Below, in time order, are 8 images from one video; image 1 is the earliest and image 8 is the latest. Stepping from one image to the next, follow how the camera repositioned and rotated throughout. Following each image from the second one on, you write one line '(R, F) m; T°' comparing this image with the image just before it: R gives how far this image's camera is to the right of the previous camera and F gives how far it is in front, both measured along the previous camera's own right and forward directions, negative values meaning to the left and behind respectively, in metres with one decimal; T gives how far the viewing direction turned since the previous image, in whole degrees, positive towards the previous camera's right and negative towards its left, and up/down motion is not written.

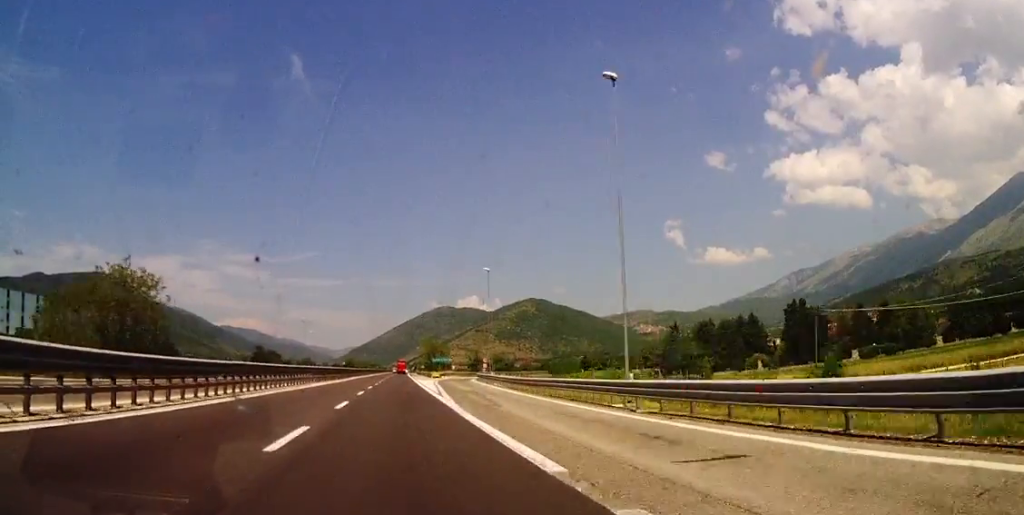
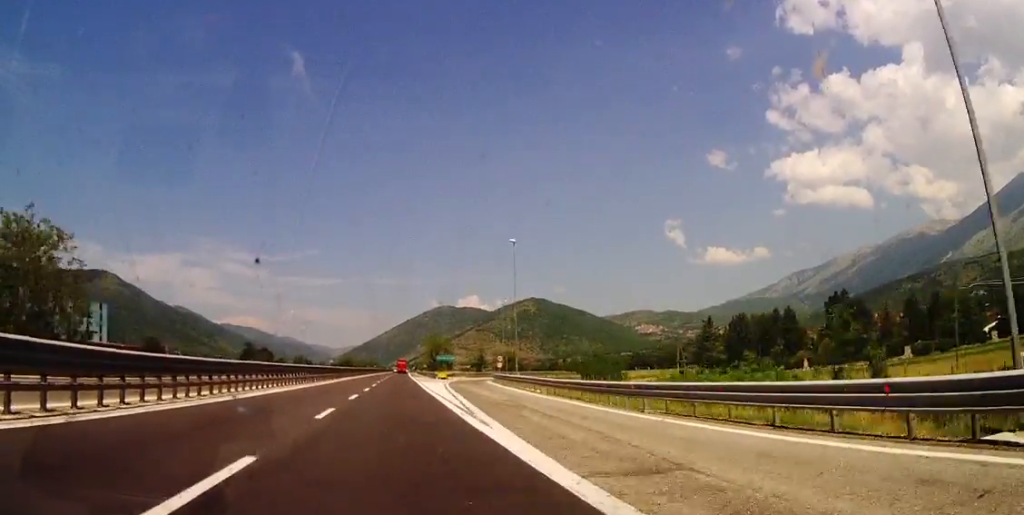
(+0.2, +16.6) m; 0°
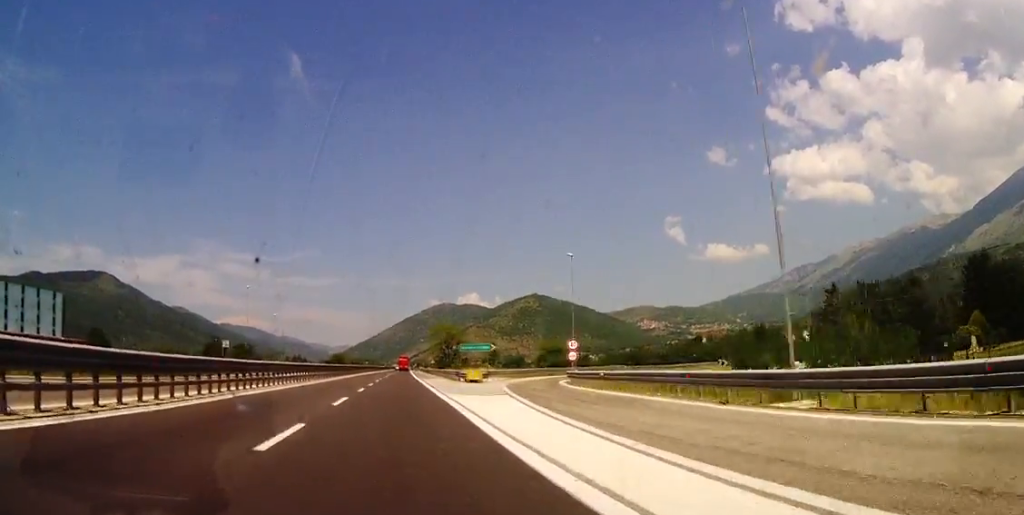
(-0.1, +41.4) m; 0°
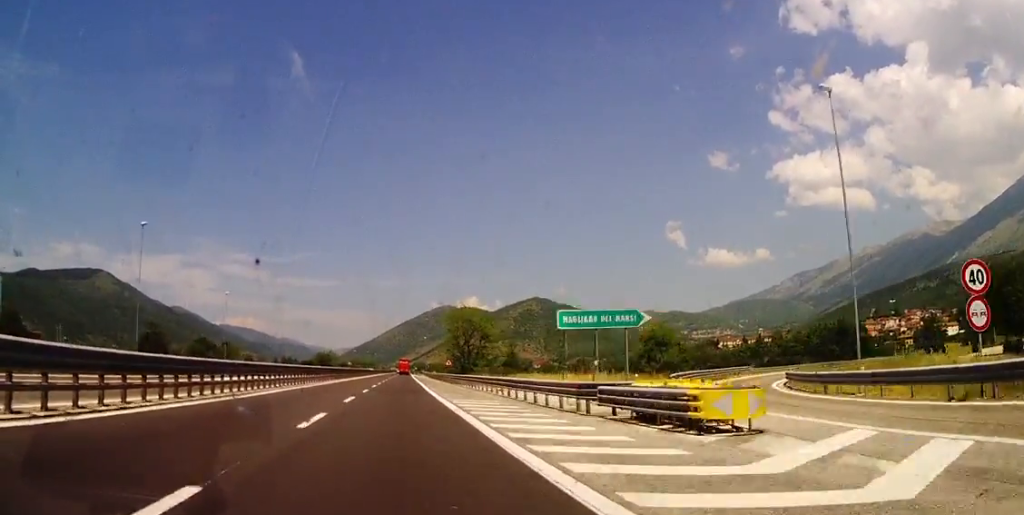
(+0.6, +42.5) m; +1°
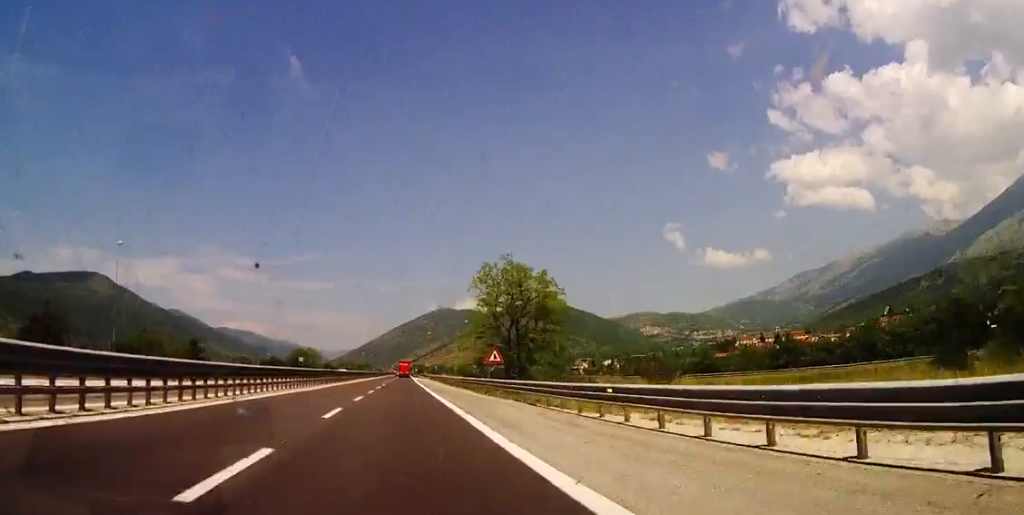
(-0.3, +42.6) m; -1°
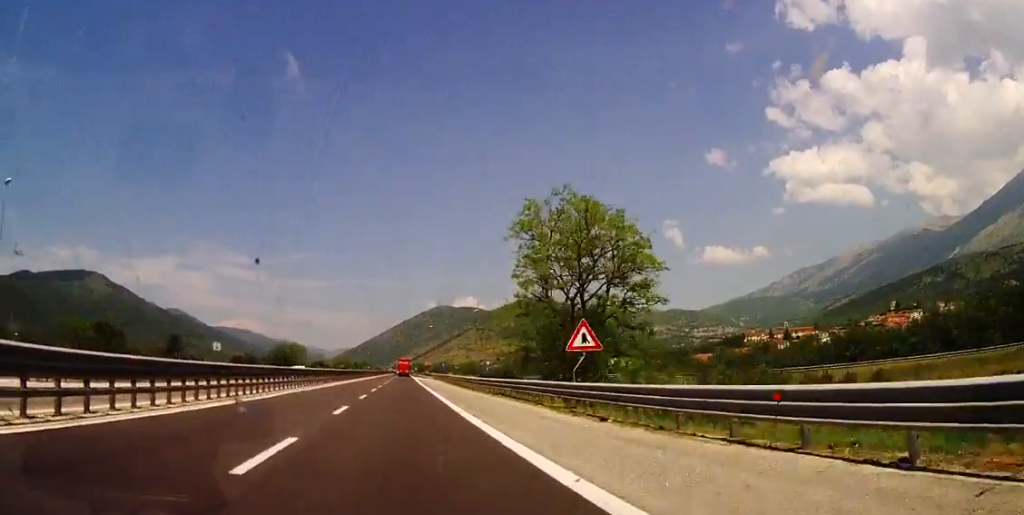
(-0.1, +21.2) m; 0°
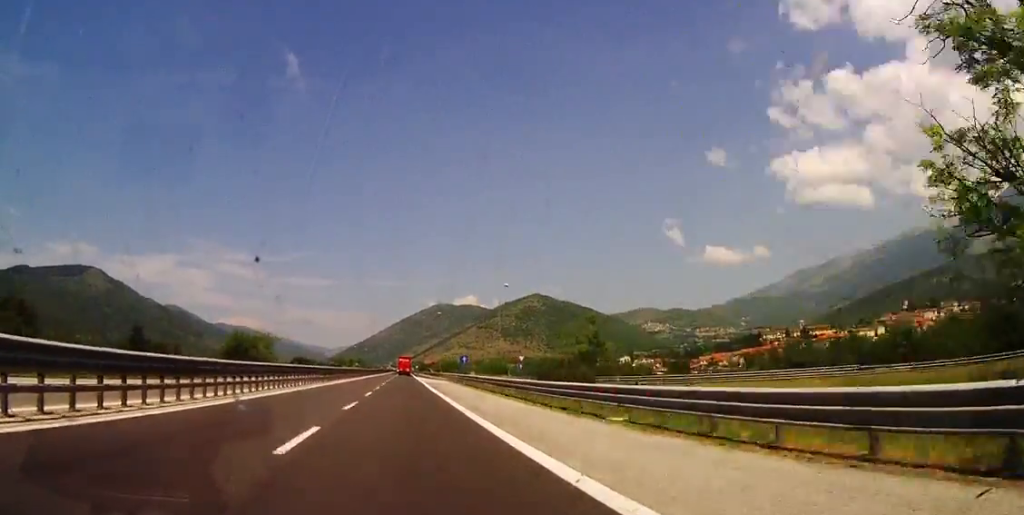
(0.0, +33.0) m; 0°
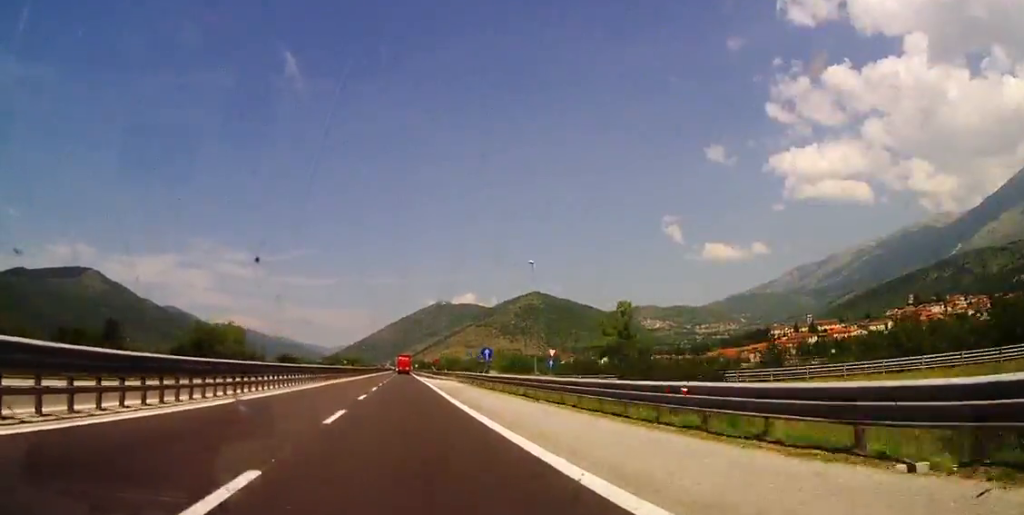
(0.0, +17.7) m; 0°
